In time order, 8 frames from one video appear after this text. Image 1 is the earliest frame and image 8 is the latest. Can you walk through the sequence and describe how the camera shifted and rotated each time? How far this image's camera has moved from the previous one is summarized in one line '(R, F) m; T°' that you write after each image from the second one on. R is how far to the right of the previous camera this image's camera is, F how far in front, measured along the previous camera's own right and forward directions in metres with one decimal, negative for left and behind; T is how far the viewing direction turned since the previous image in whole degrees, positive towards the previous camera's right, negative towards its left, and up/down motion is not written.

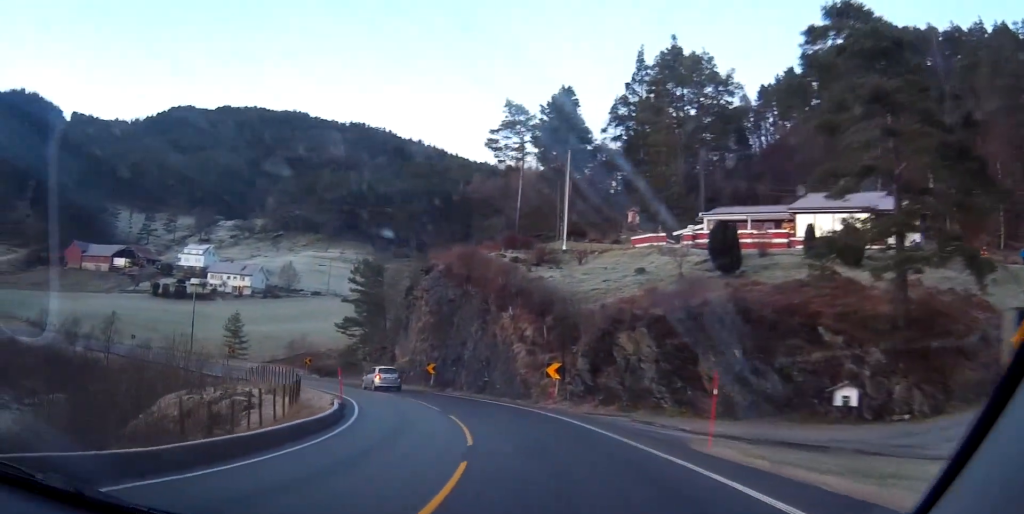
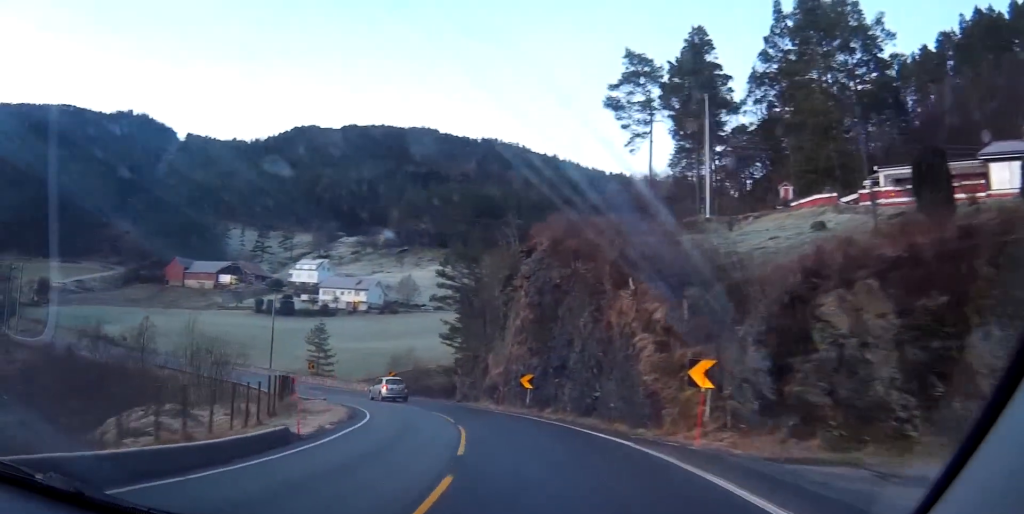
(-2.1, +14.7) m; -14°
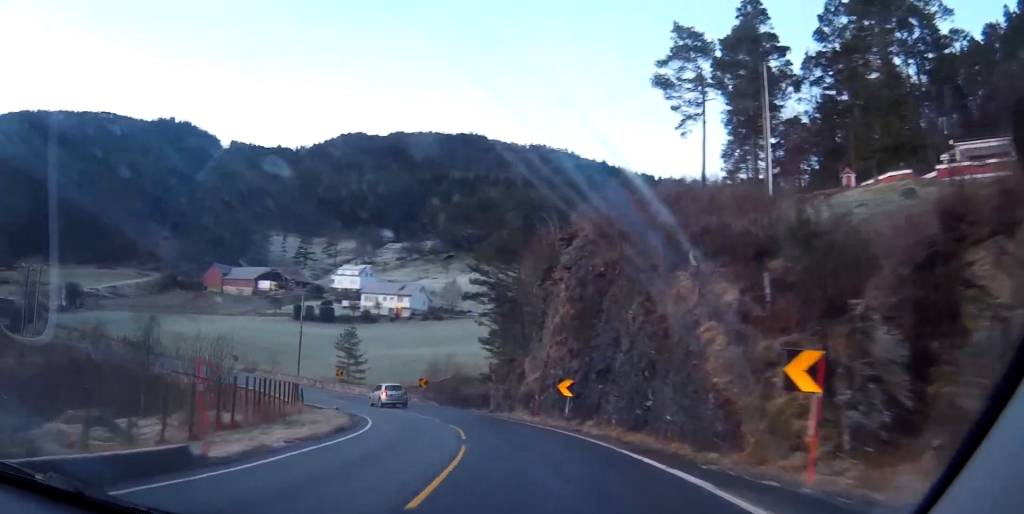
(-0.1, +5.8) m; -5°
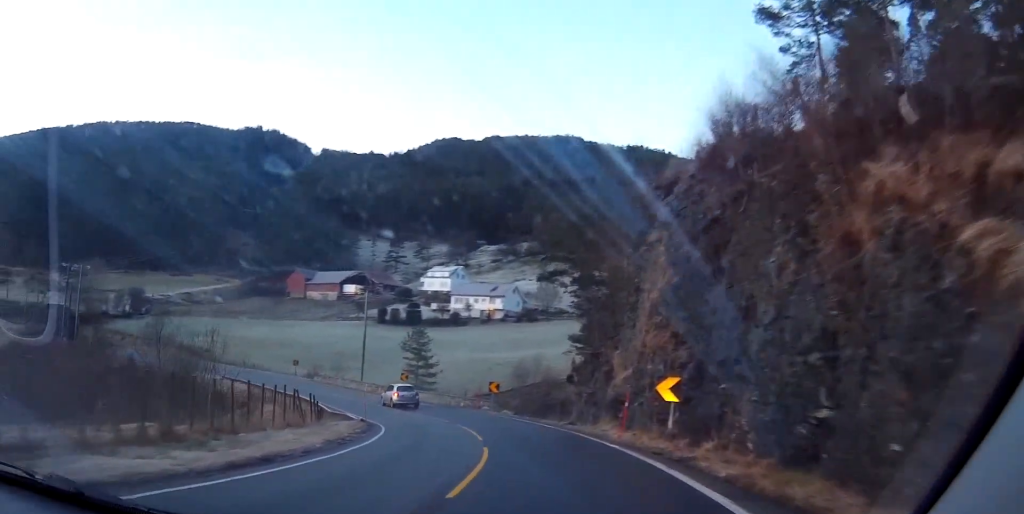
(-0.9, +10.5) m; -13°
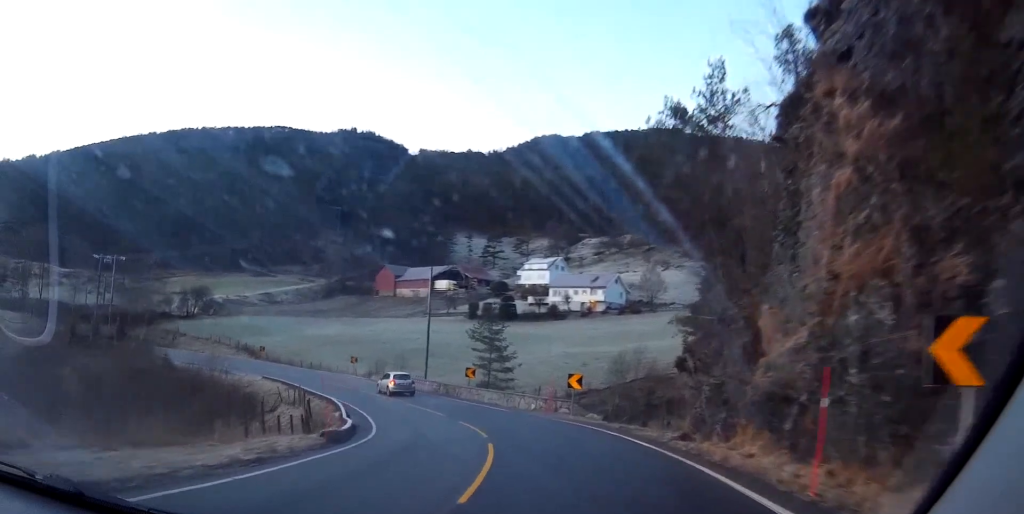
(-2.3, +13.3) m; -13°
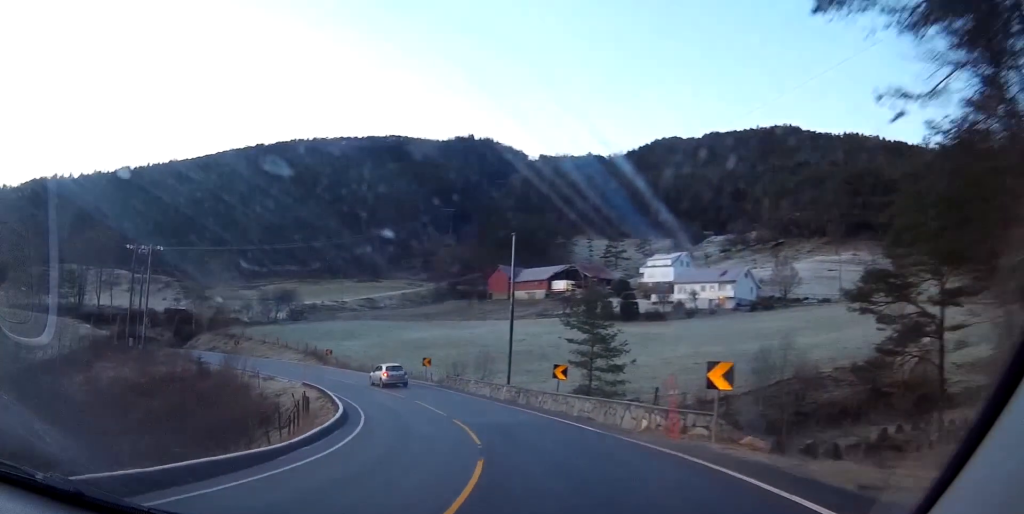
(-0.8, +15.1) m; +1°
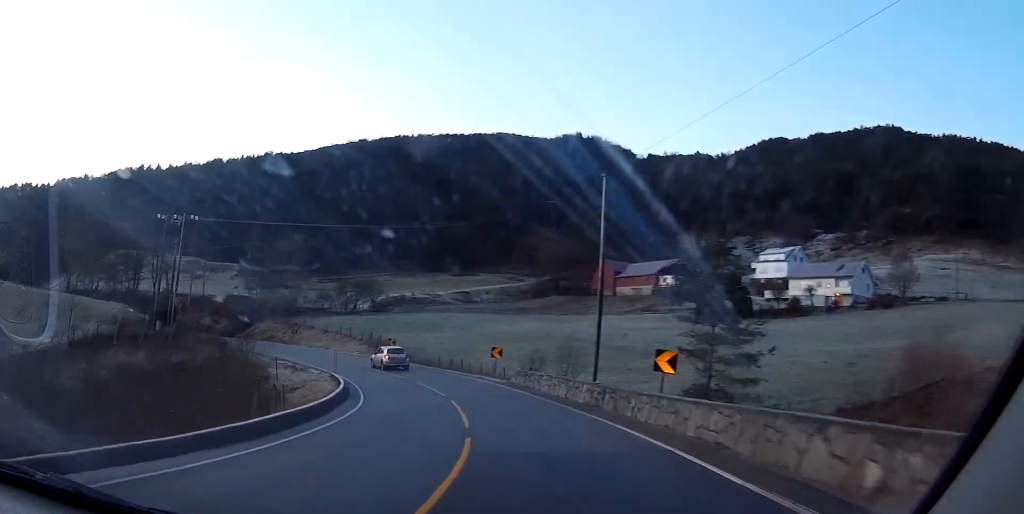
(+0.6, +11.5) m; +3°
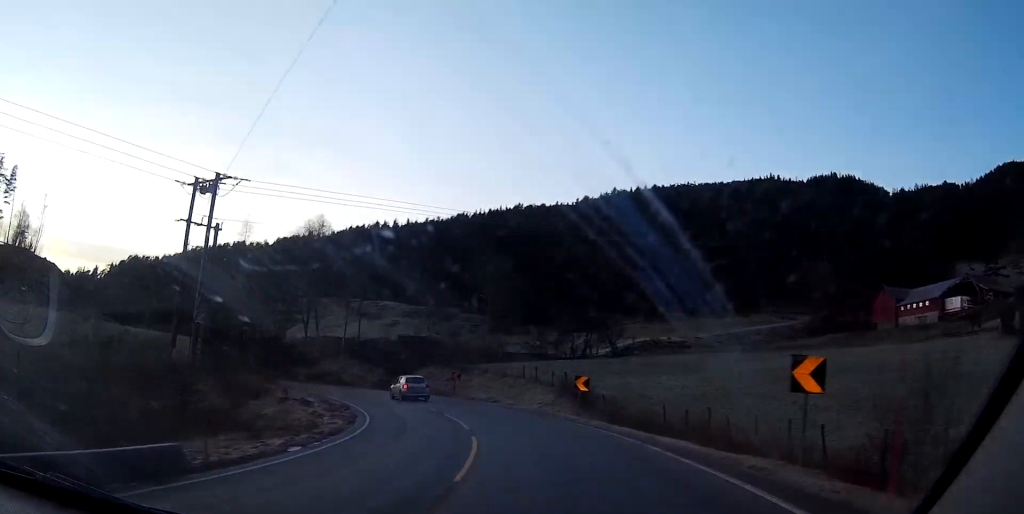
(-5.4, +28.2) m; -29°
